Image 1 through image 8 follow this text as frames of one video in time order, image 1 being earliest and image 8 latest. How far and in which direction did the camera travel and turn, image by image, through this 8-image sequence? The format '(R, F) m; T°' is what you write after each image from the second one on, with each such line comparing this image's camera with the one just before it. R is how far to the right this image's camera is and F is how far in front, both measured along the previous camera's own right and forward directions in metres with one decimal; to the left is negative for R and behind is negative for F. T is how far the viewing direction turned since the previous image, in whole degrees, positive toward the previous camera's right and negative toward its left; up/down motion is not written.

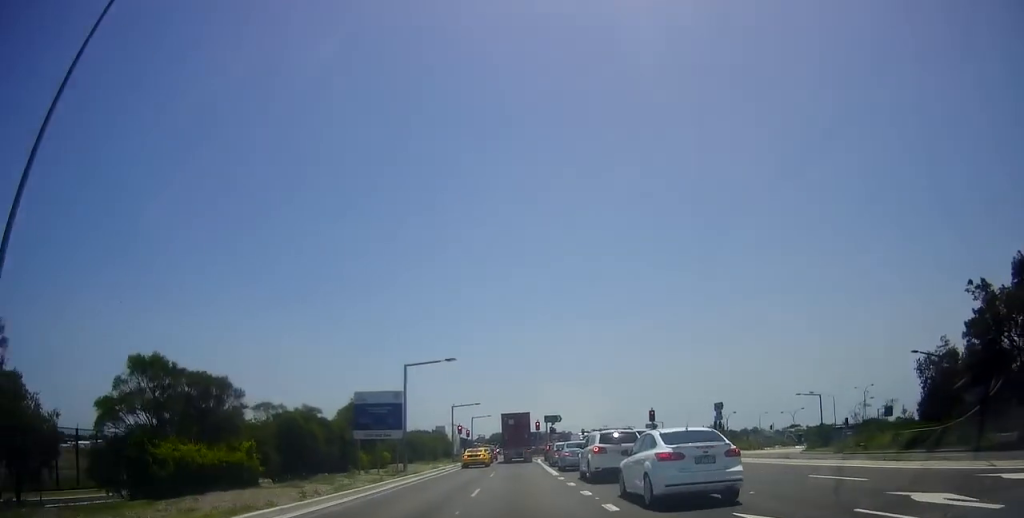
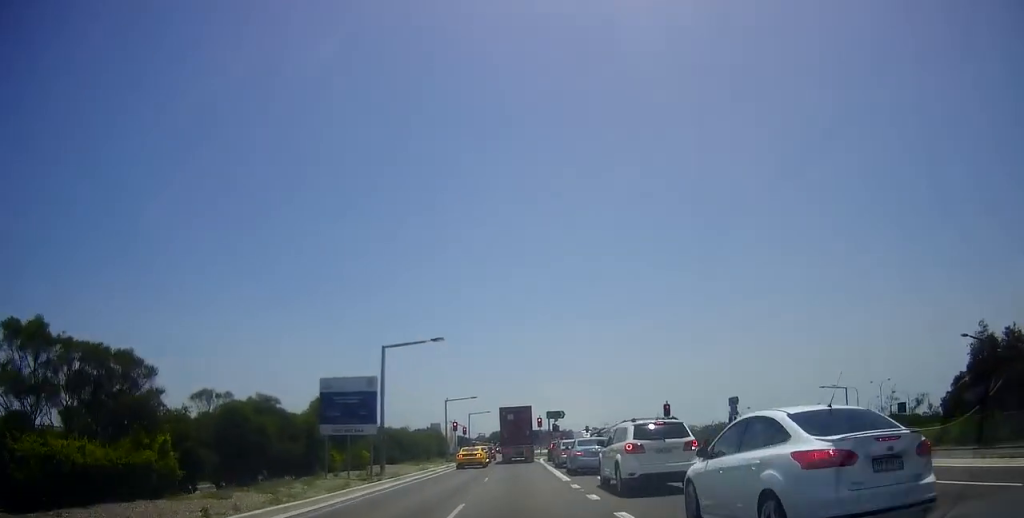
(0.0, +5.8) m; 0°
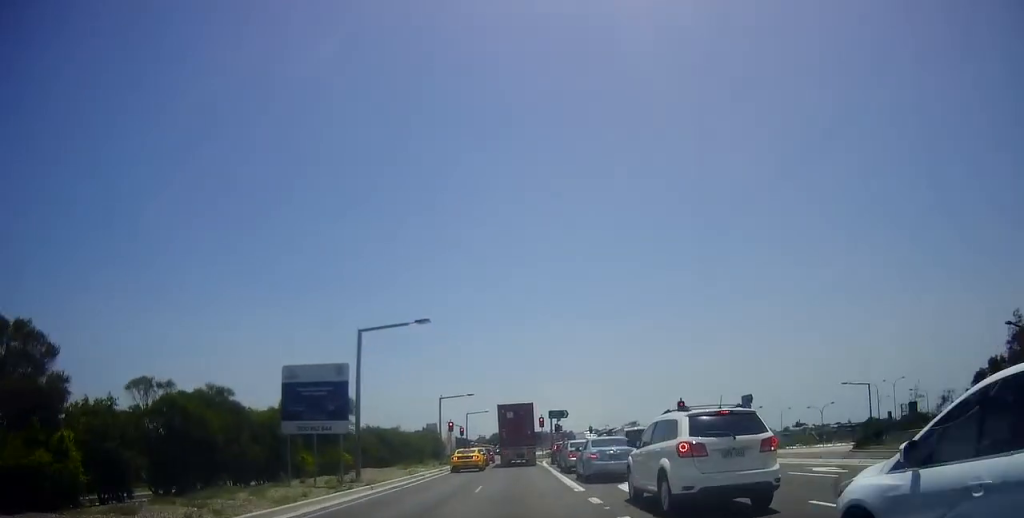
(0.0, +4.3) m; 0°
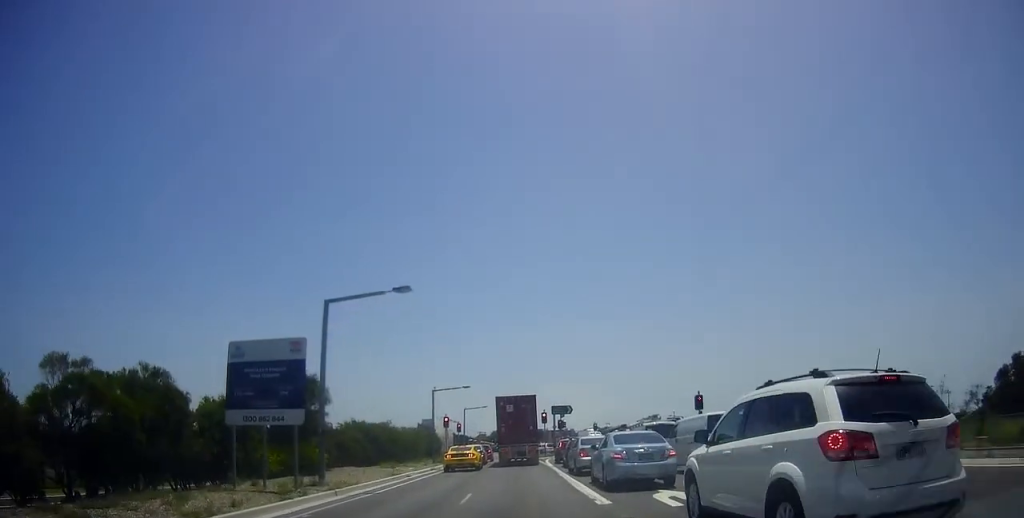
(0.0, +4.5) m; 0°
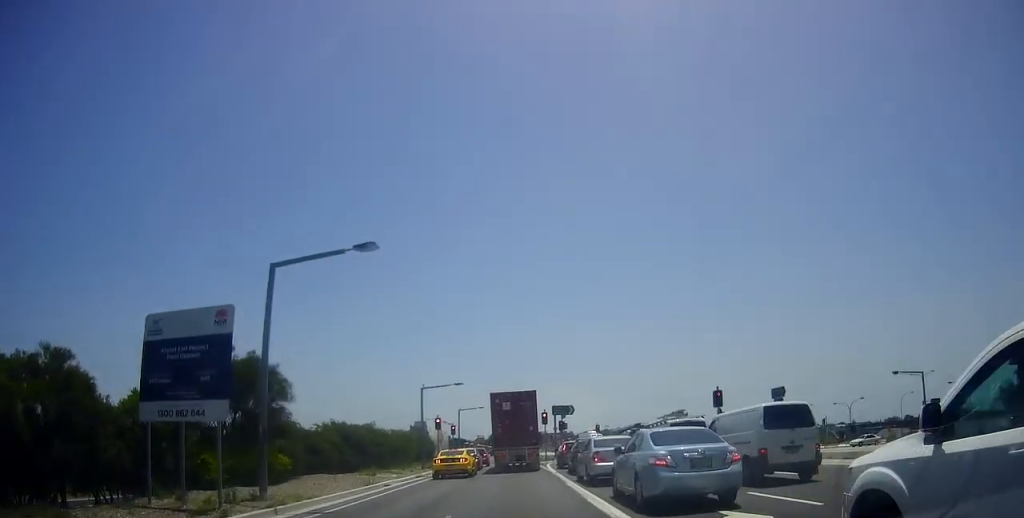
(0.0, +4.6) m; 0°
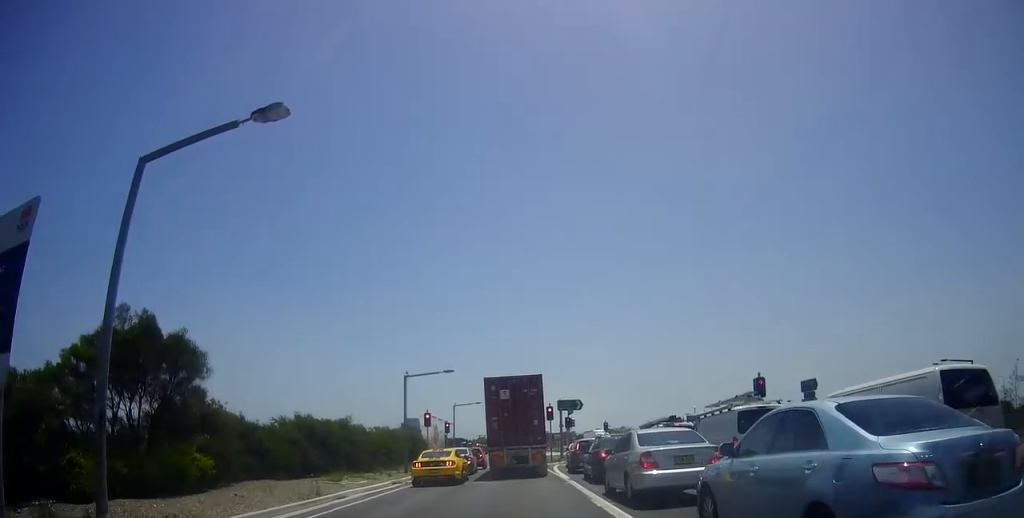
(0.0, +6.6) m; 0°
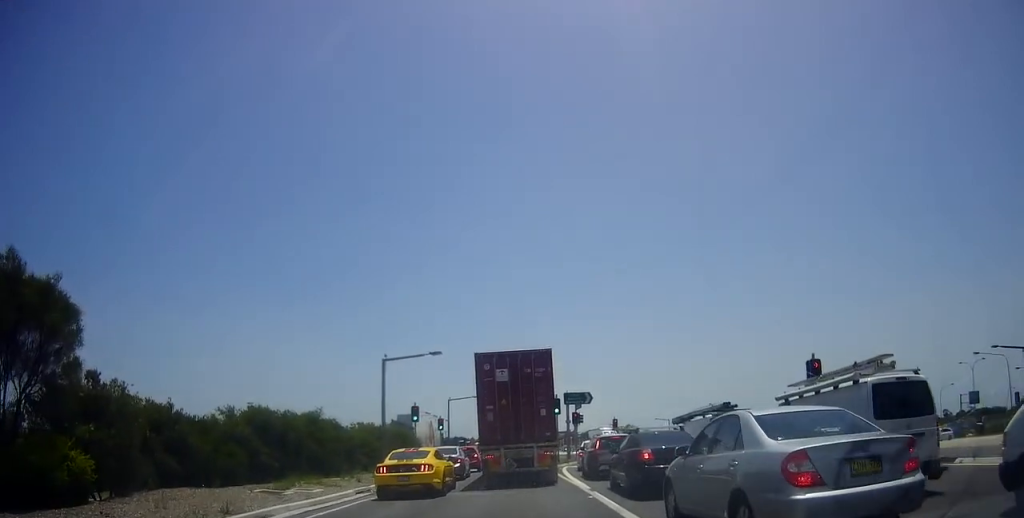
(0.0, +6.2) m; 0°
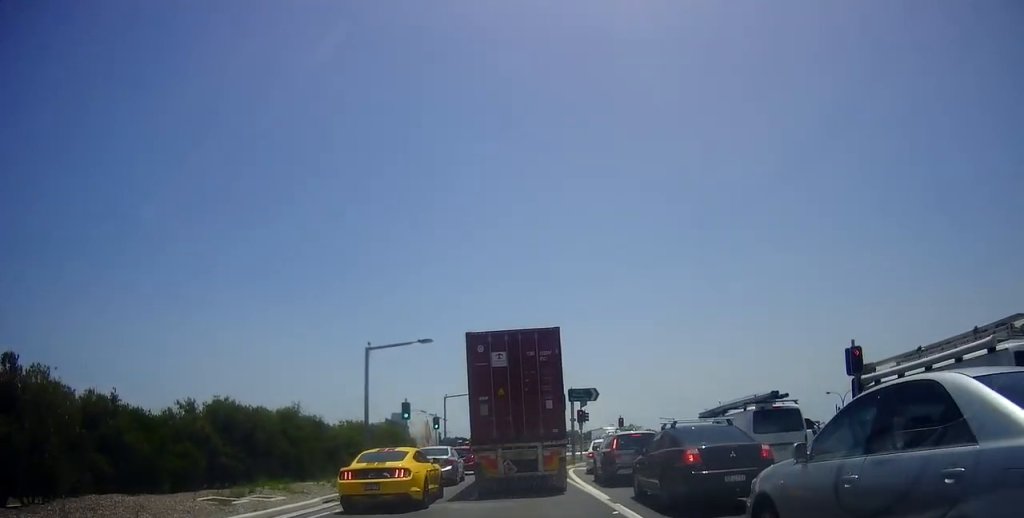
(0.0, +3.6) m; 0°
